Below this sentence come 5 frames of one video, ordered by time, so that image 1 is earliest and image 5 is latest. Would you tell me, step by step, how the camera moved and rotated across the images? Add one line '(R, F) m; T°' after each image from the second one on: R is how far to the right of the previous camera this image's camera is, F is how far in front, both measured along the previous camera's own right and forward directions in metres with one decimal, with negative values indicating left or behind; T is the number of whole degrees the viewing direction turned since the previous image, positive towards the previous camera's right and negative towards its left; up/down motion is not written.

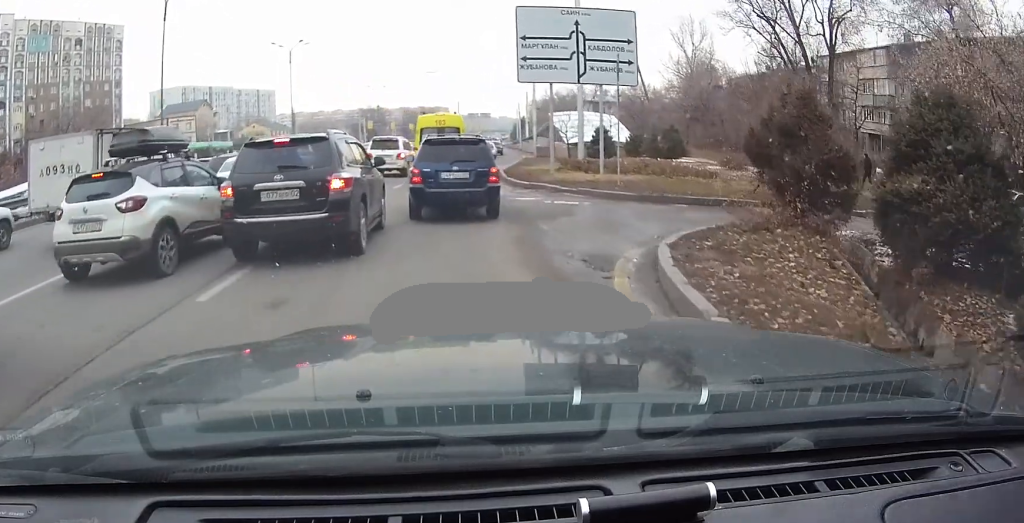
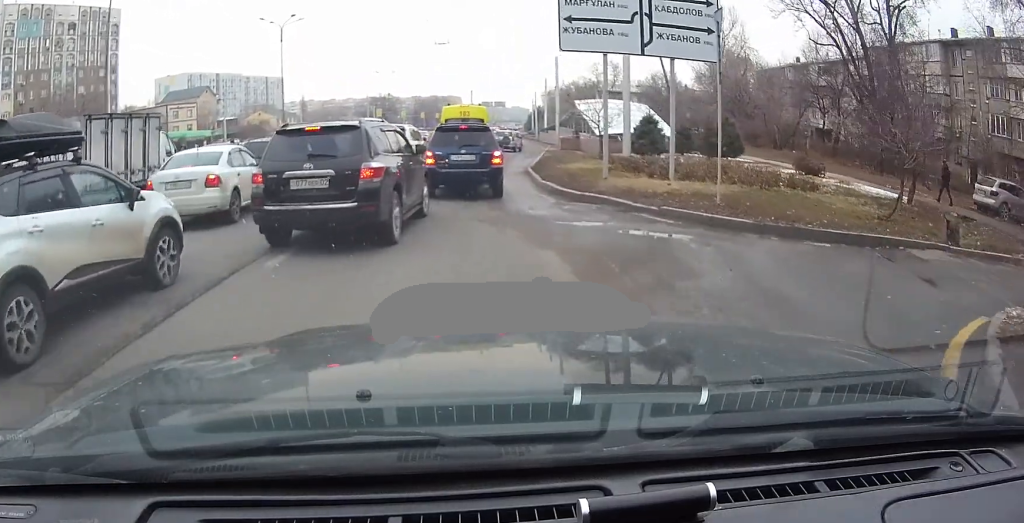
(+0.1, +6.7) m; +2°
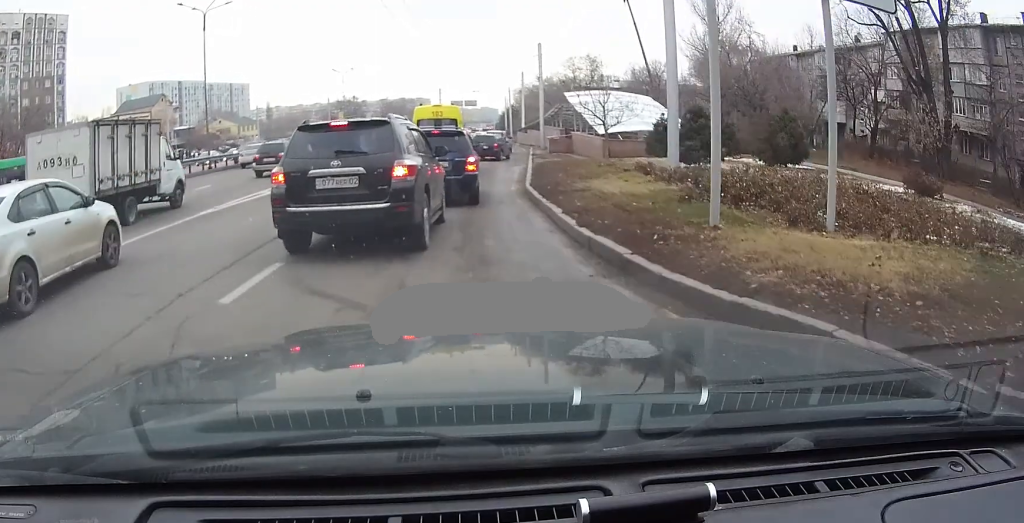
(+0.2, +8.9) m; +2°
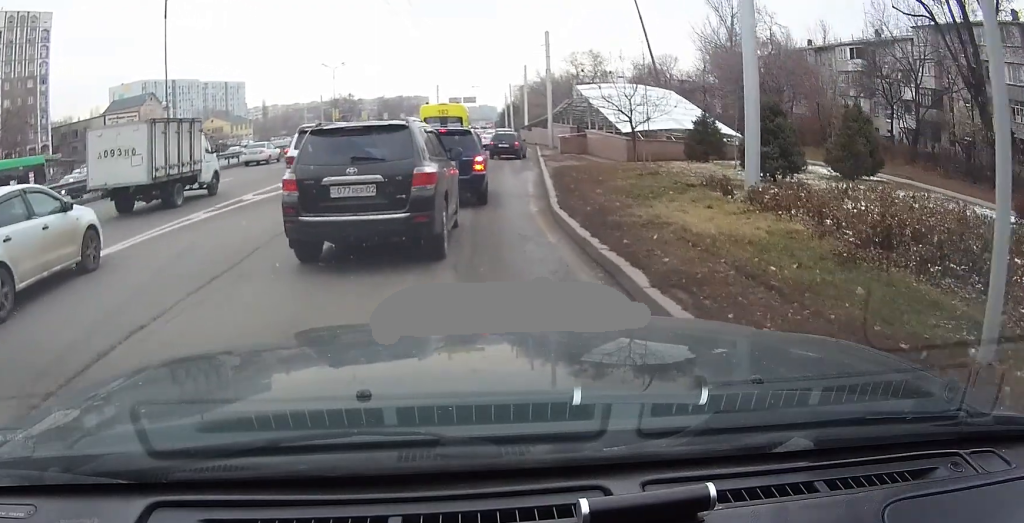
(0.0, +5.2) m; +1°
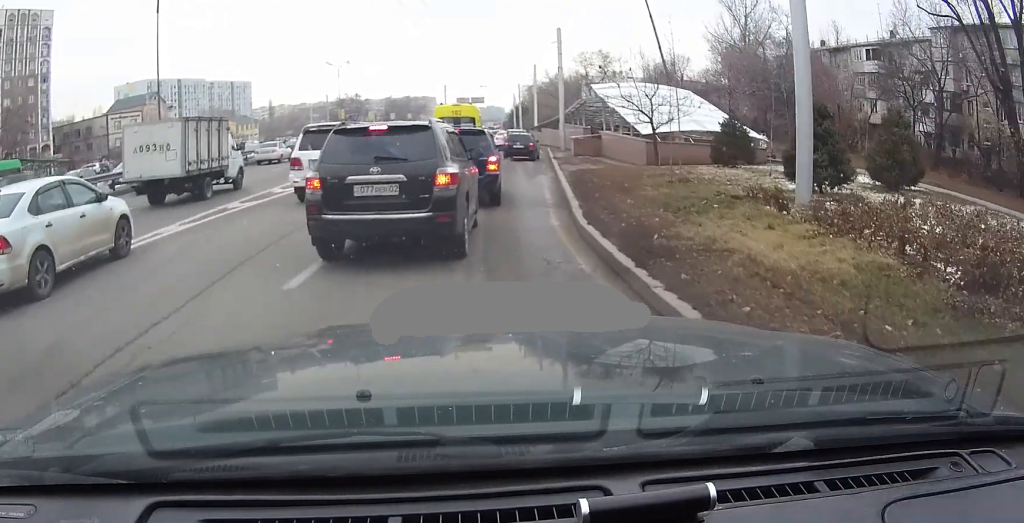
(0.0, +2.0) m; 0°
